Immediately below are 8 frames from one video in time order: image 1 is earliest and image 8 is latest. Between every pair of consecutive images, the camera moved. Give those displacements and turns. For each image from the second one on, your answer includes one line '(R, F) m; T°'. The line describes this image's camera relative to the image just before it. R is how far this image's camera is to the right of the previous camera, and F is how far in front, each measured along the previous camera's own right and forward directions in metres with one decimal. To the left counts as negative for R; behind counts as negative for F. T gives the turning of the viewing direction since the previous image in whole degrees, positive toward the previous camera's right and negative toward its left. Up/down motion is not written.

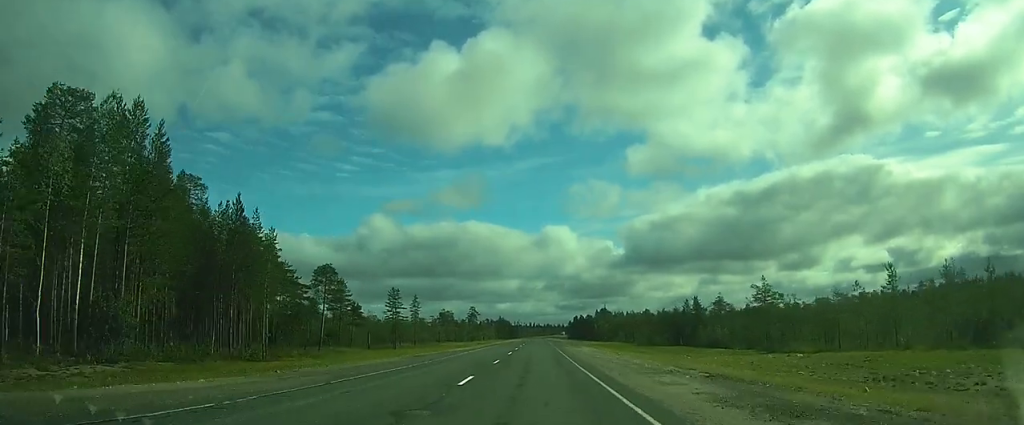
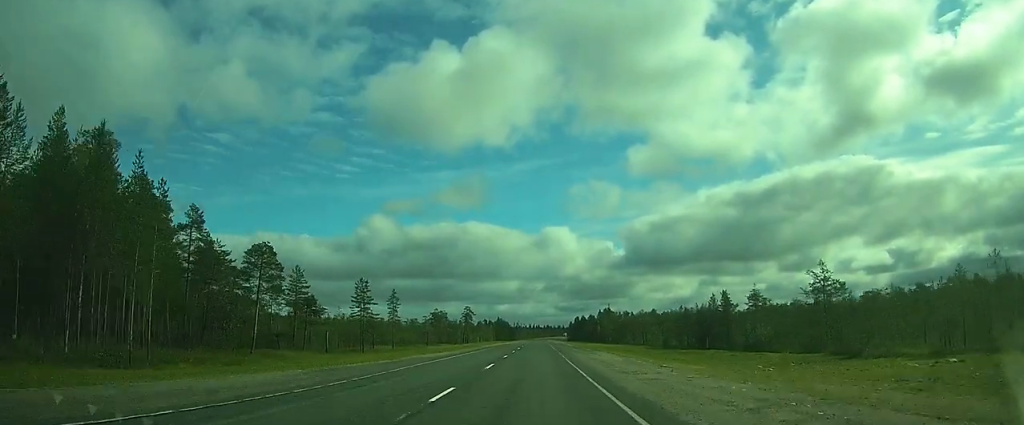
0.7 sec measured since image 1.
(+0.2, +15.1) m; +1°
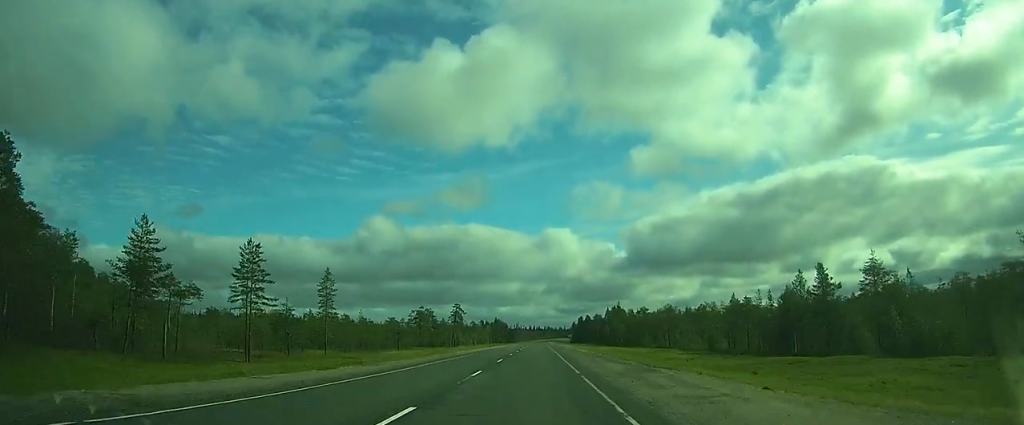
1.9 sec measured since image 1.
(0.0, +27.8) m; -1°
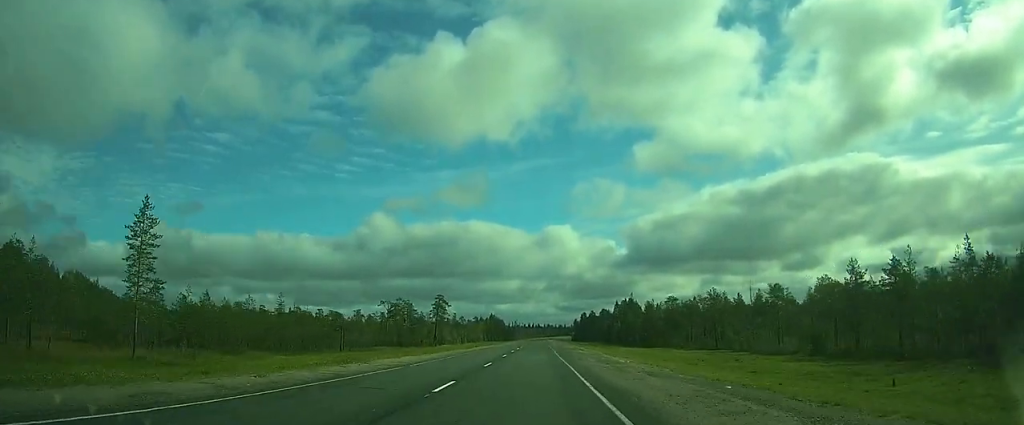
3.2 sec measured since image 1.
(-0.4, +29.7) m; -1°
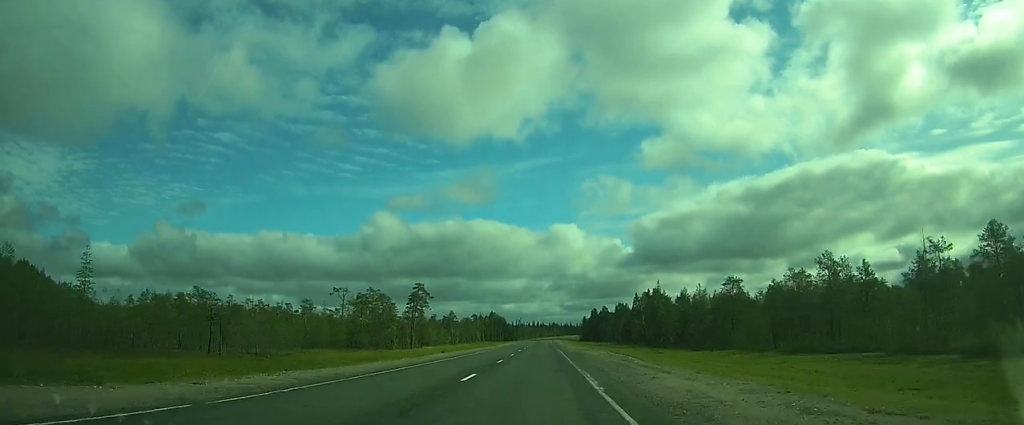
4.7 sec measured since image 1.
(-0.3, +31.6) m; -1°
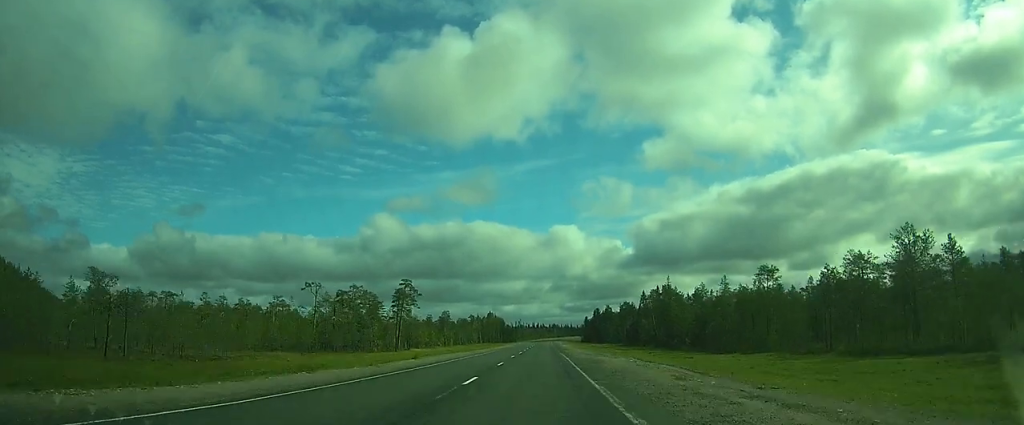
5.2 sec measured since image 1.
(-0.1, +11.7) m; 0°
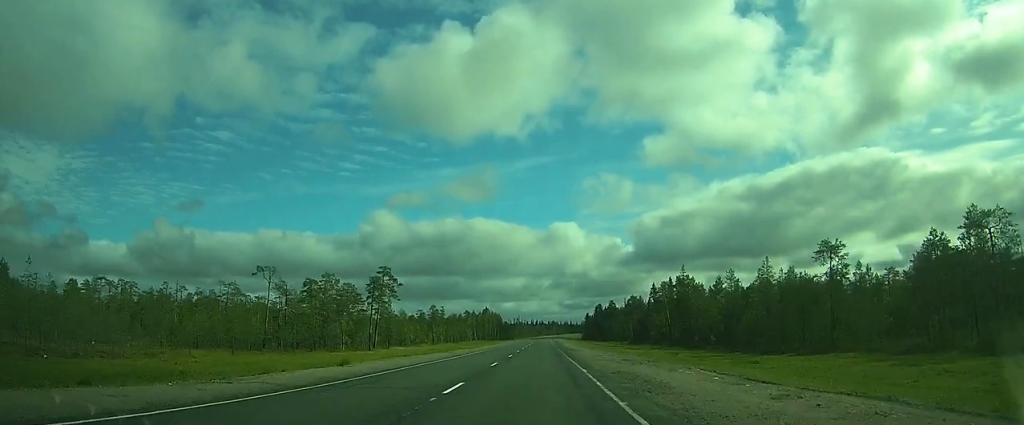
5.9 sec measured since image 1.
(0.0, +14.5) m; 0°
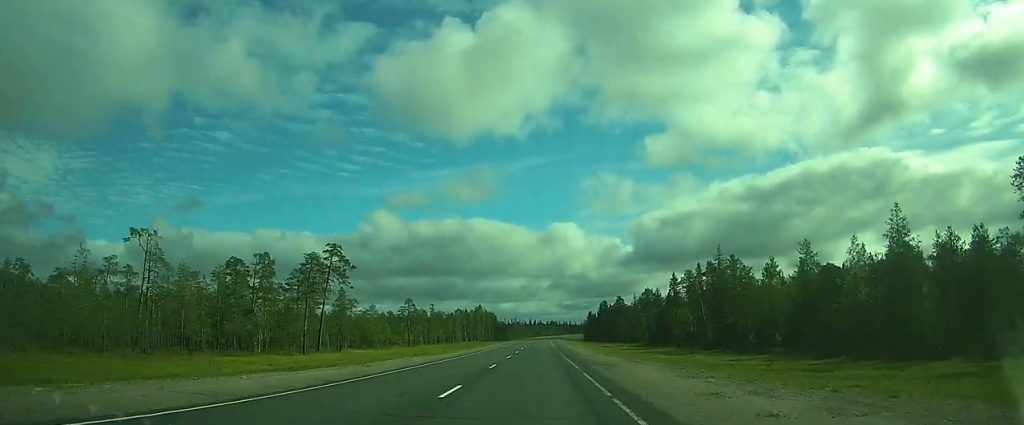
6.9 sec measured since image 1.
(-0.1, +23.3) m; 0°
